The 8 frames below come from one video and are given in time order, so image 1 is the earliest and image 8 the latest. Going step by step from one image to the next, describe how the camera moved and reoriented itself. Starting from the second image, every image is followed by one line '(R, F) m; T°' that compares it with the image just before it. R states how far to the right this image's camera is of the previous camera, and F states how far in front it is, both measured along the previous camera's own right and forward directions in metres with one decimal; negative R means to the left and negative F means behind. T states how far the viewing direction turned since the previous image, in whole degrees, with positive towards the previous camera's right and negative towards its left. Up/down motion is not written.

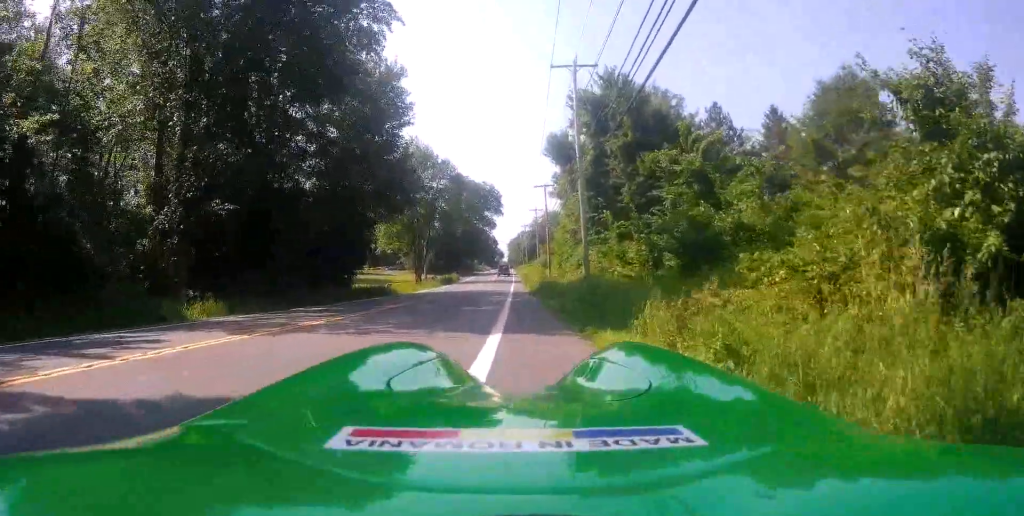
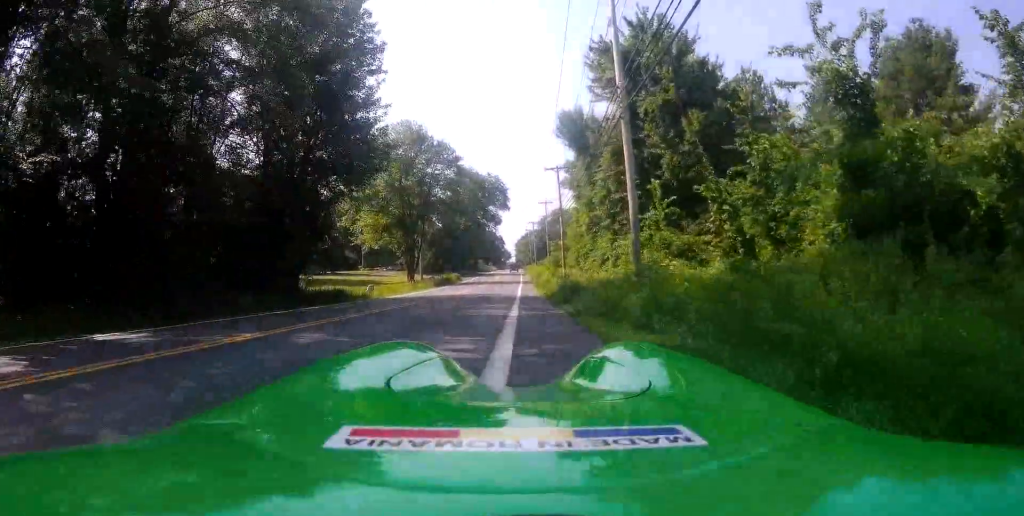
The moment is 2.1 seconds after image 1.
(-0.2, +10.5) m; -3°
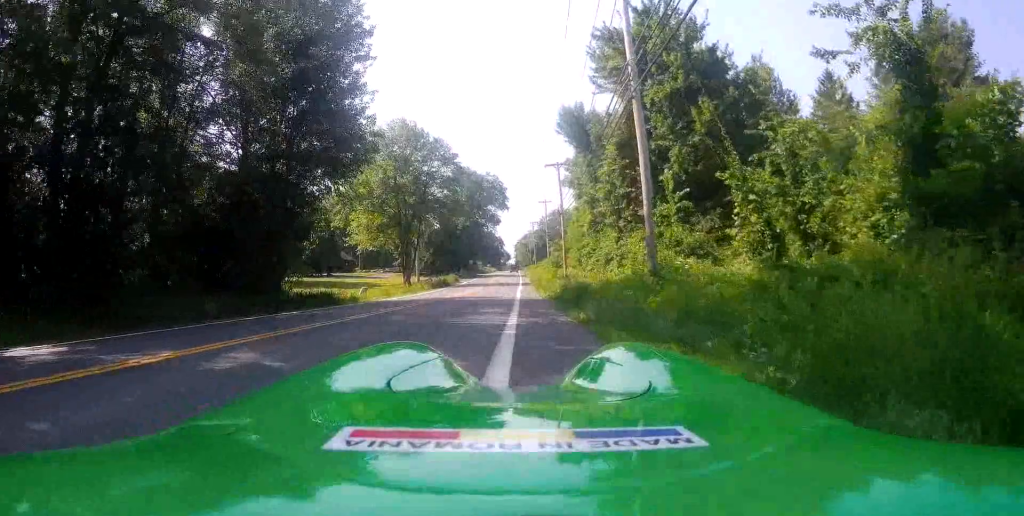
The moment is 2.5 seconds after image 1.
(-0.1, +2.1) m; 0°
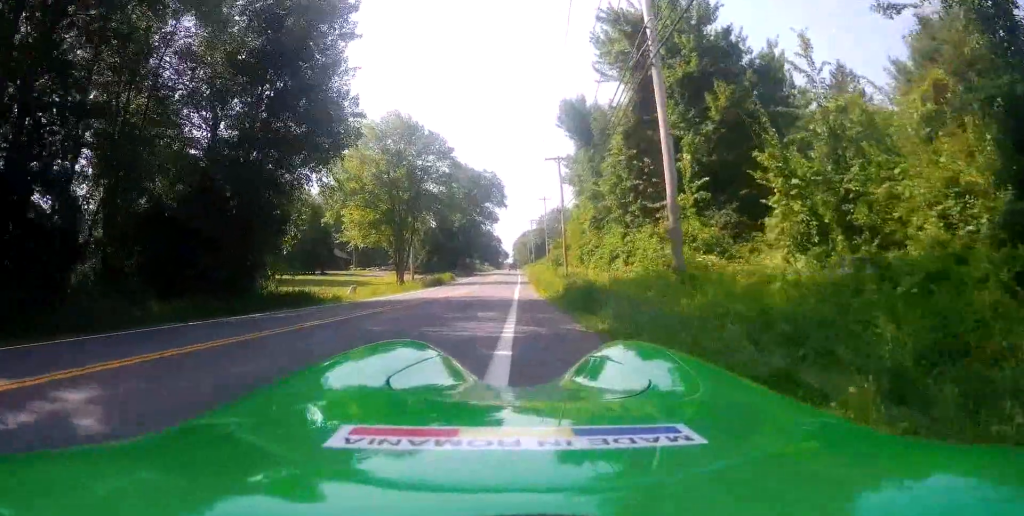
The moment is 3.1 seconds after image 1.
(+0.1, +2.7) m; +2°
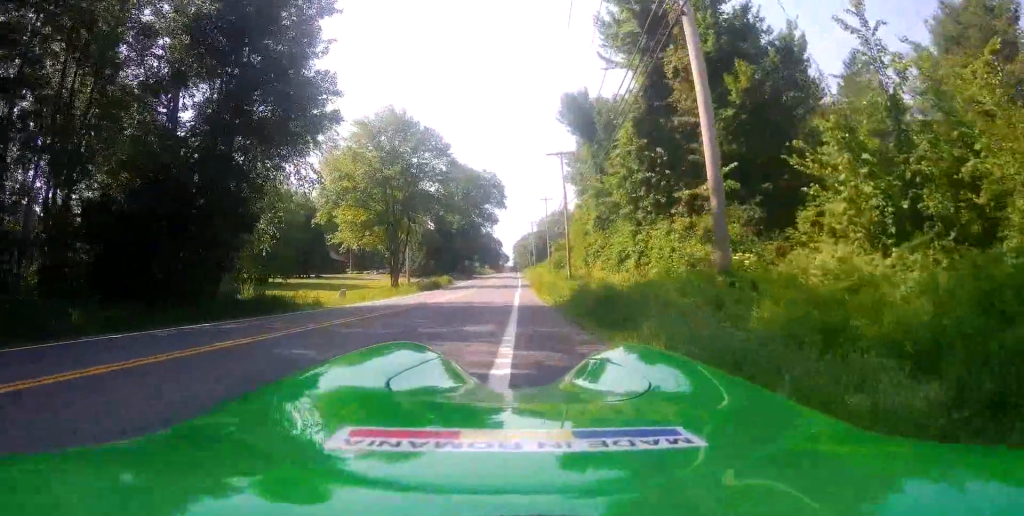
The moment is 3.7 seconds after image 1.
(+0.1, +2.9) m; +2°
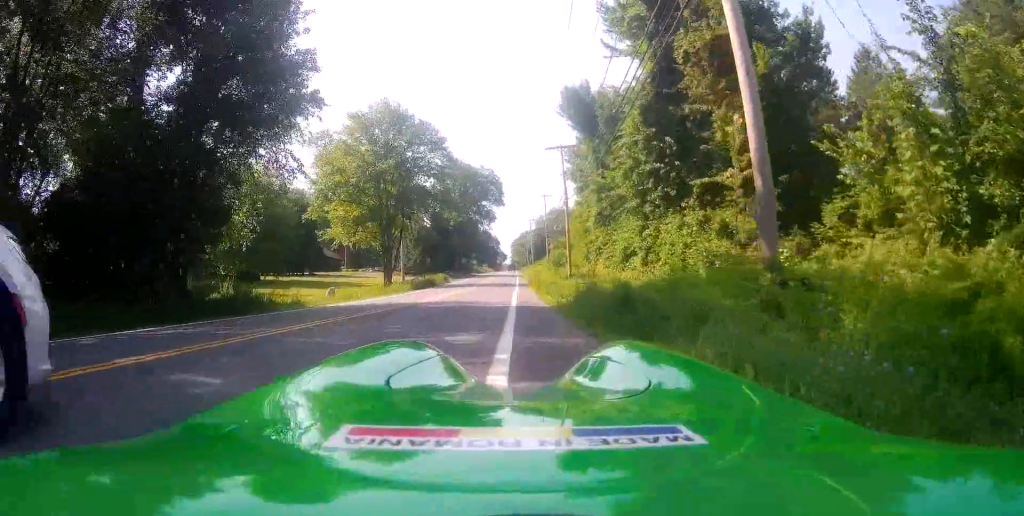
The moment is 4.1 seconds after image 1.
(0.0, +2.3) m; 0°
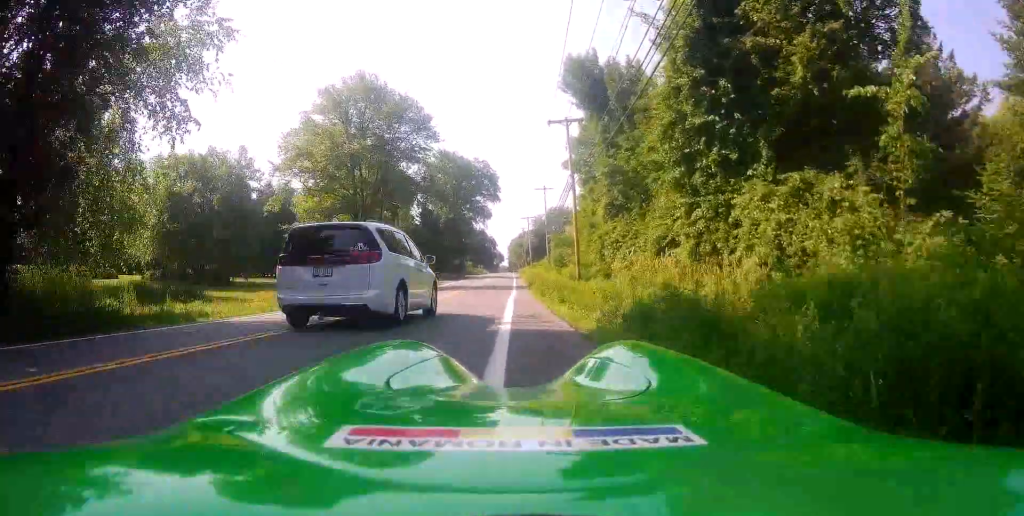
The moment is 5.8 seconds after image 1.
(0.0, +8.7) m; 0°
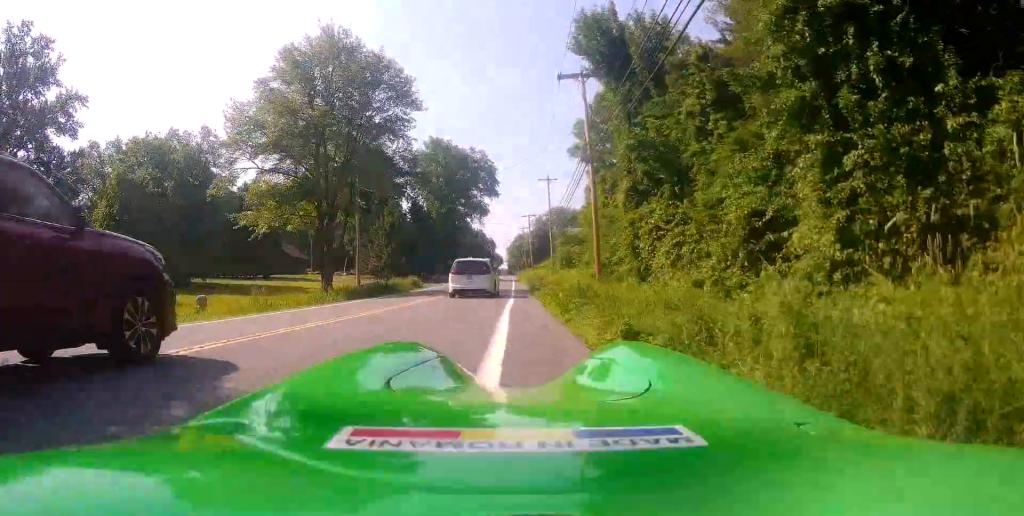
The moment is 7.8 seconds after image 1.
(-0.1, +9.9) m; -5°
